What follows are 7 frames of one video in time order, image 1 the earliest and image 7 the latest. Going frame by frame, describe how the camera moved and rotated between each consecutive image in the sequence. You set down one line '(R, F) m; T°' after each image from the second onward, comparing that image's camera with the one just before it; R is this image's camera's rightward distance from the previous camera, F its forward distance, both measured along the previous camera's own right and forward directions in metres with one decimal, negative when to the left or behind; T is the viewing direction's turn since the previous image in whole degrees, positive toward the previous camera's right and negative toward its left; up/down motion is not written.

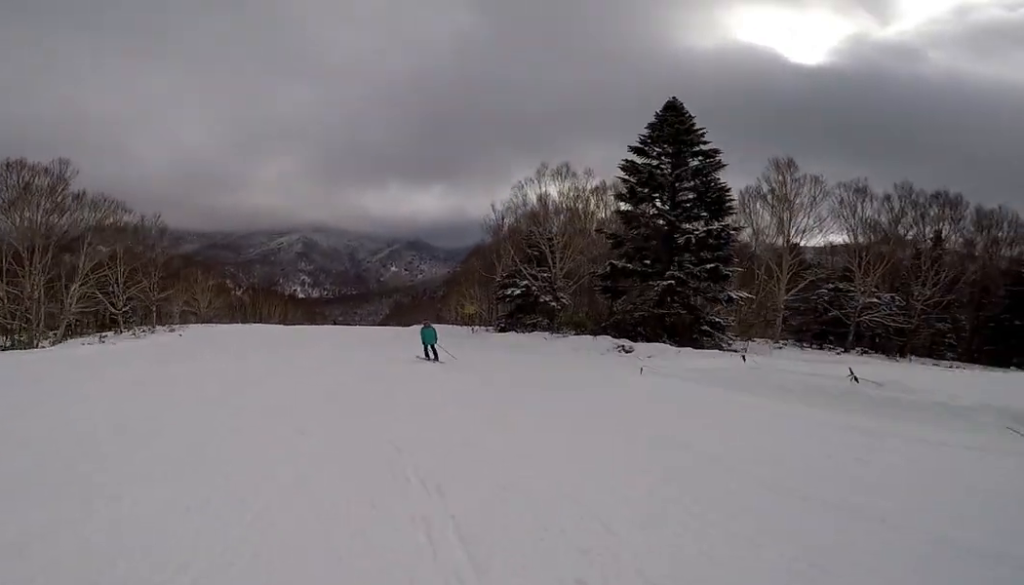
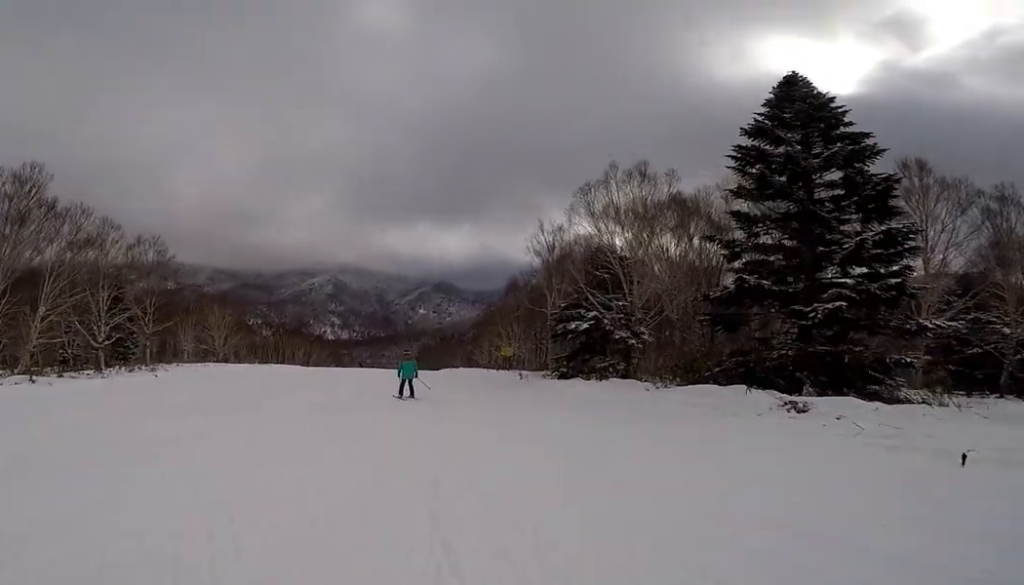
(-1.2, +7.2) m; -7°
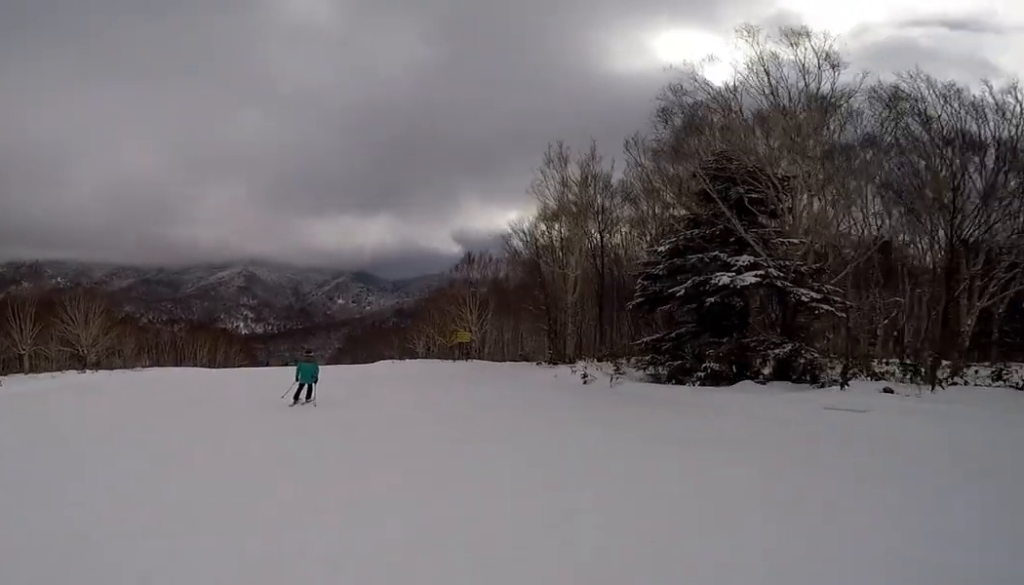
(+2.0, +14.2) m; +11°
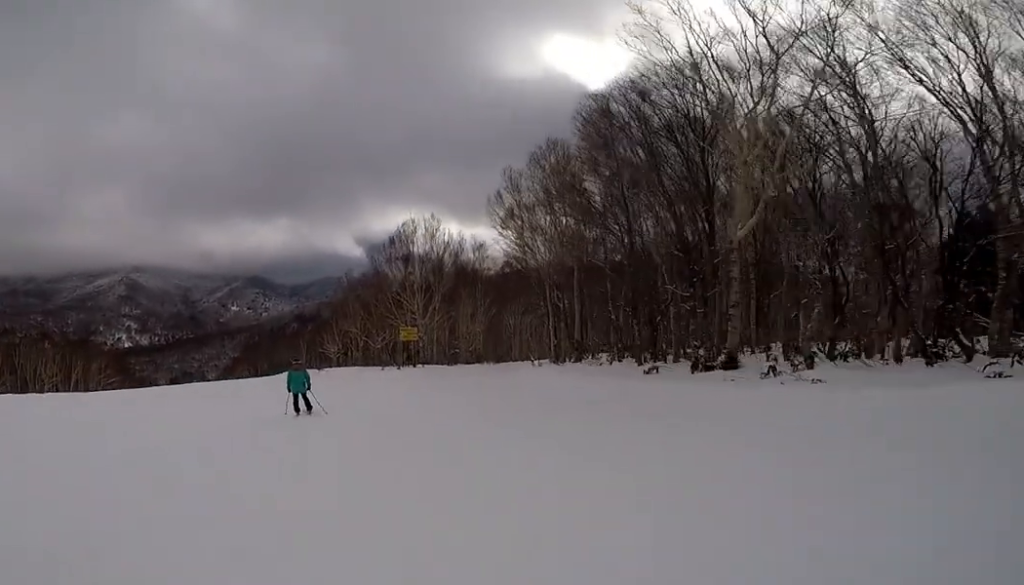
(+0.9, +16.5) m; +5°
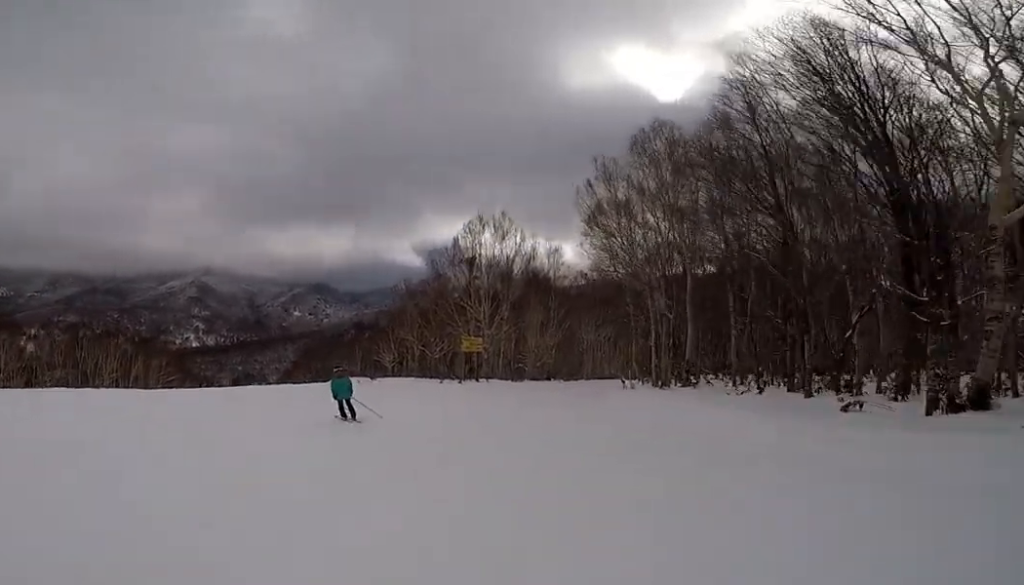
(+0.6, +4.0) m; -1°
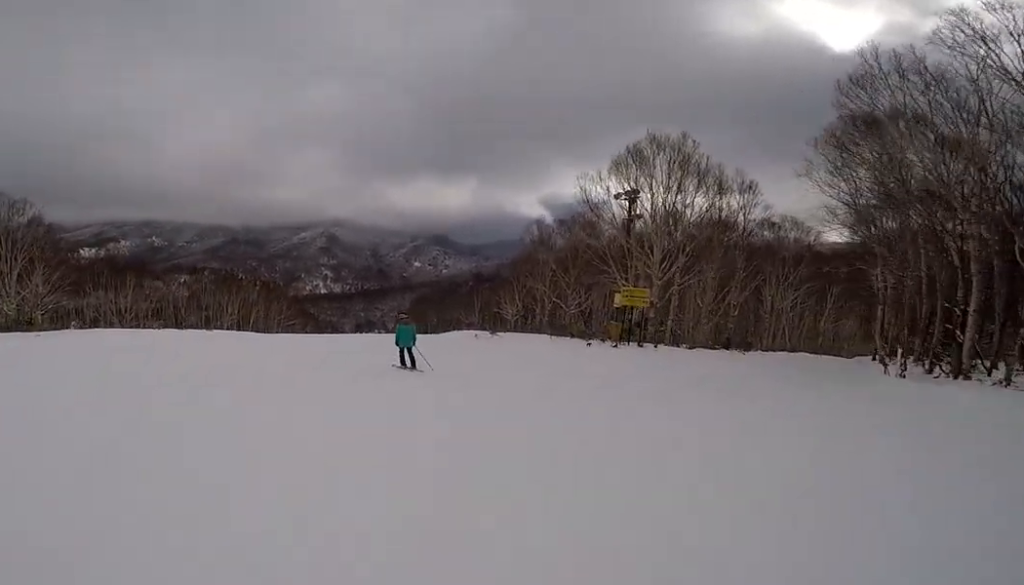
(-1.6, +7.1) m; -13°
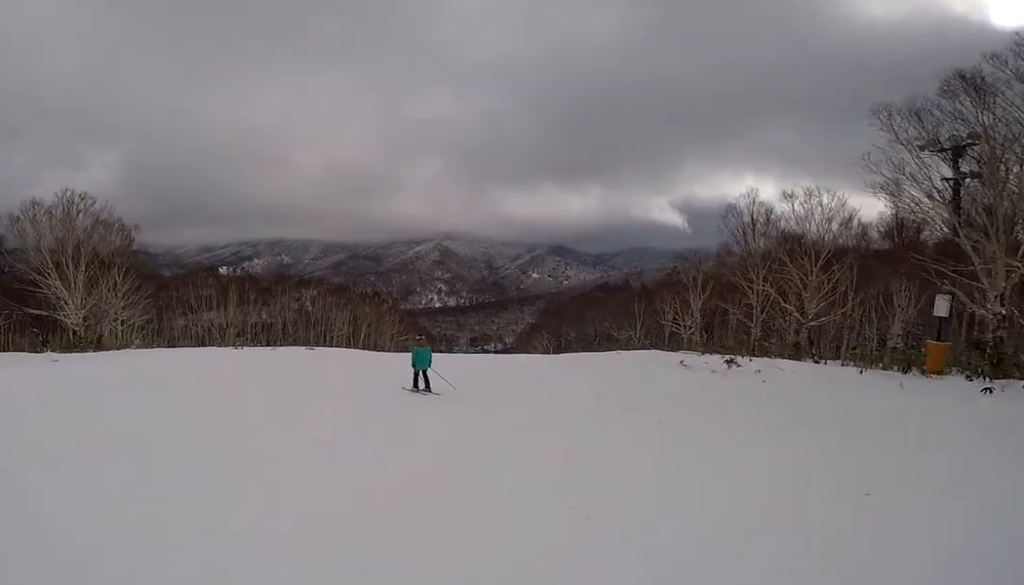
(-1.8, +12.3) m; -18°
